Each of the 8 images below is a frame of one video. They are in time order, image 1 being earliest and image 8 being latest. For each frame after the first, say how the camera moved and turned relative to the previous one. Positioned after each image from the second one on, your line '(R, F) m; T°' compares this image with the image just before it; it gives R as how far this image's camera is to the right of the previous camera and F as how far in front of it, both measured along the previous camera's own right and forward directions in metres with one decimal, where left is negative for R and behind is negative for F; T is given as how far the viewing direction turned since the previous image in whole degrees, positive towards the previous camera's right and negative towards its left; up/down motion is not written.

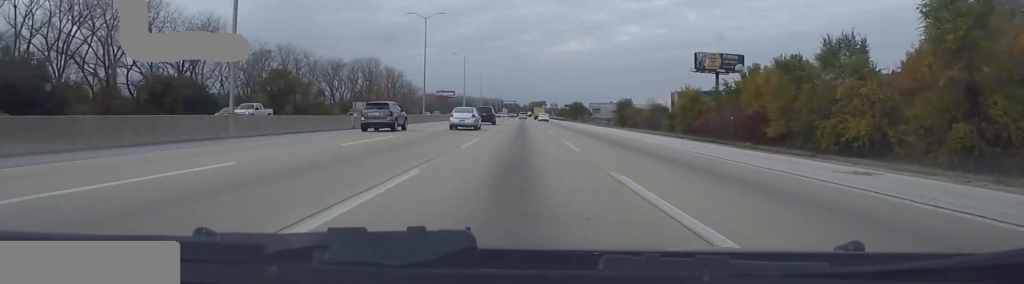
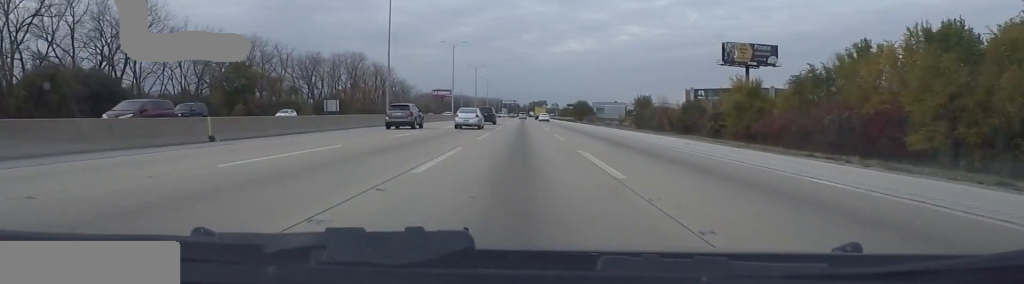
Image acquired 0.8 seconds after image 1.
(-0.4, +23.1) m; -1°
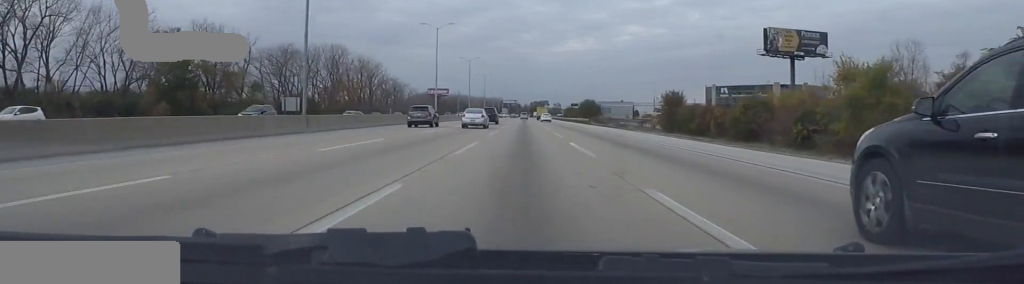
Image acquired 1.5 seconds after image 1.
(-0.2, +24.2) m; 0°
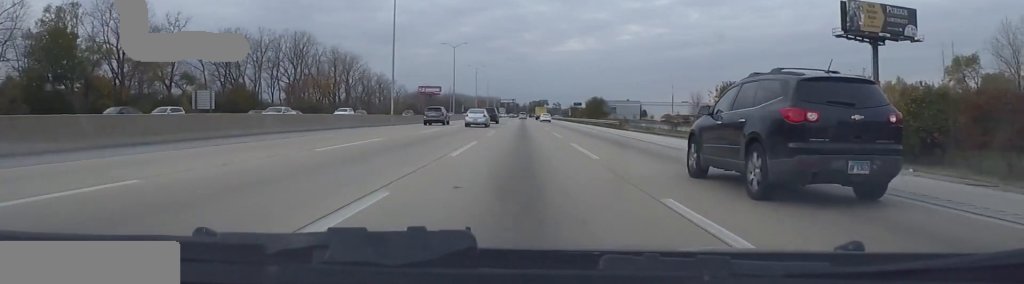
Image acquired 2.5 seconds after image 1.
(+0.2, +30.8) m; +1°
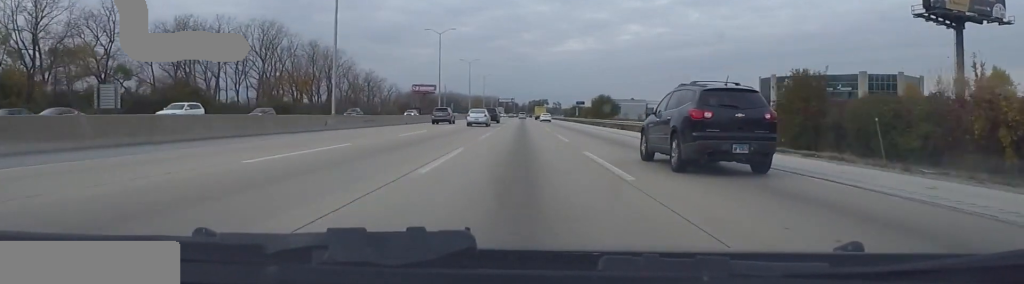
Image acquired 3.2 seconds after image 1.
(+0.1, +20.5) m; 0°
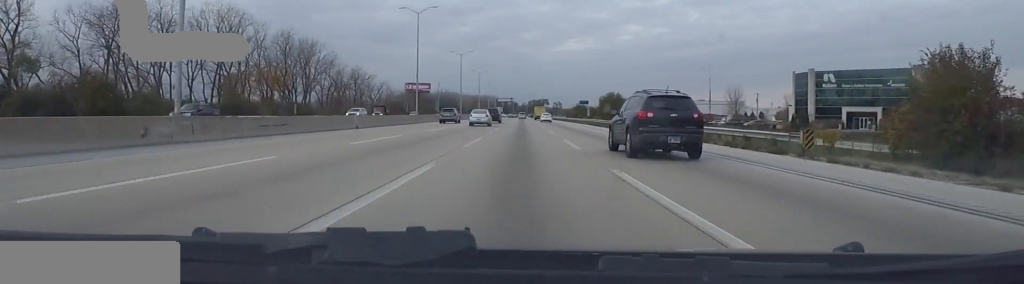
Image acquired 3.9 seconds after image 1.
(0.0, +21.8) m; 0°
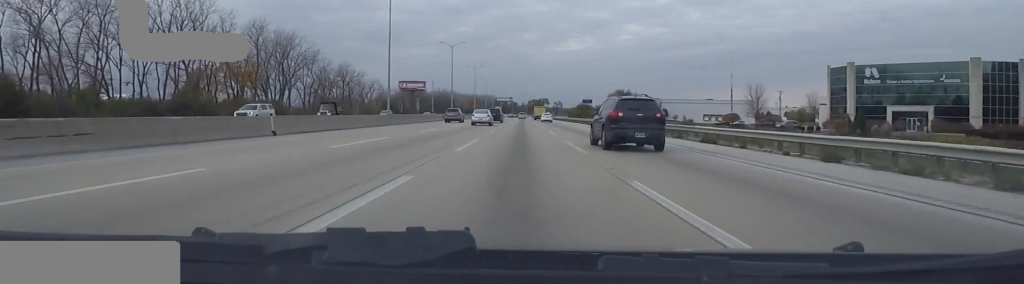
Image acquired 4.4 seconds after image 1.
(+0.1, +17.9) m; 0°
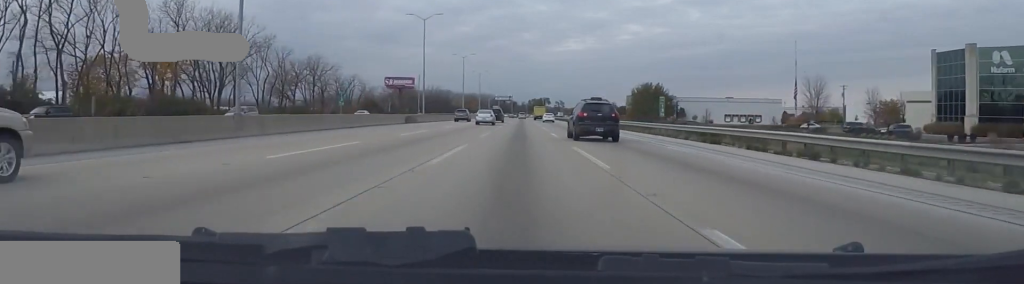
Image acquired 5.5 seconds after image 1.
(-0.3, +37.1) m; 0°
